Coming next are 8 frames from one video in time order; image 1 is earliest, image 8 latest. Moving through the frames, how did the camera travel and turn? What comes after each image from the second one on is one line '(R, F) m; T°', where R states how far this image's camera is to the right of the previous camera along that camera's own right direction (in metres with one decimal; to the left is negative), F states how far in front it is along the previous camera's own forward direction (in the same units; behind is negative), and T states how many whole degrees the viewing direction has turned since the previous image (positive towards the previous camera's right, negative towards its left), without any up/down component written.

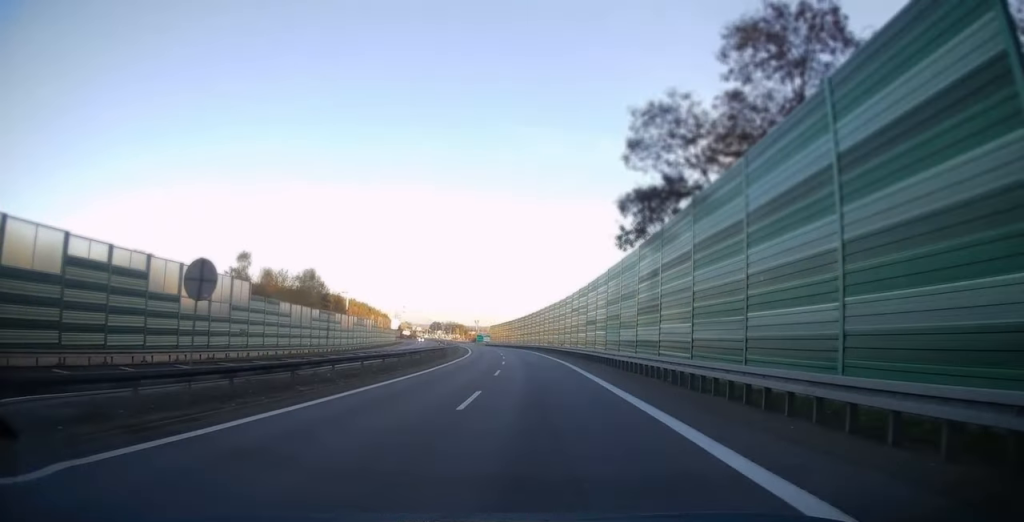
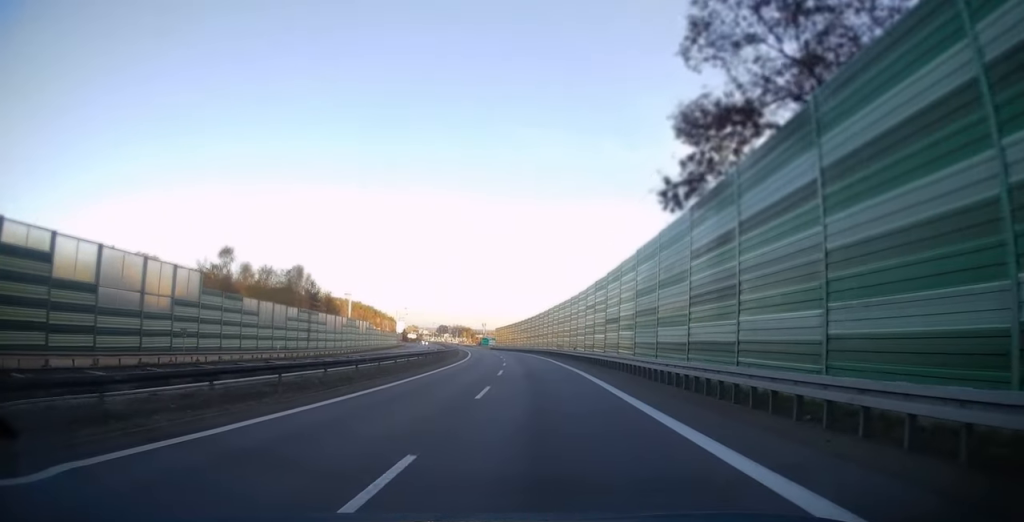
(0.0, +9.2) m; -1°
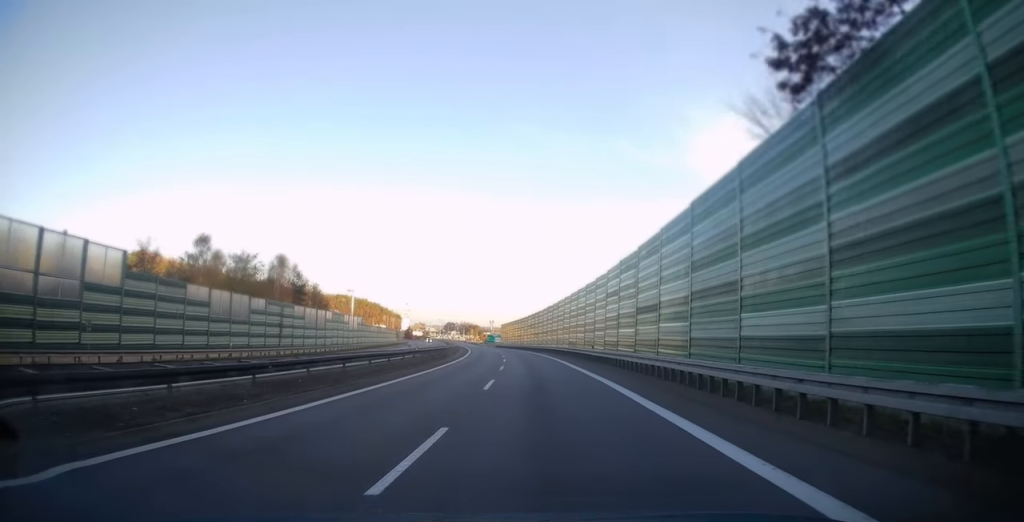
(-0.2, +10.0) m; -1°
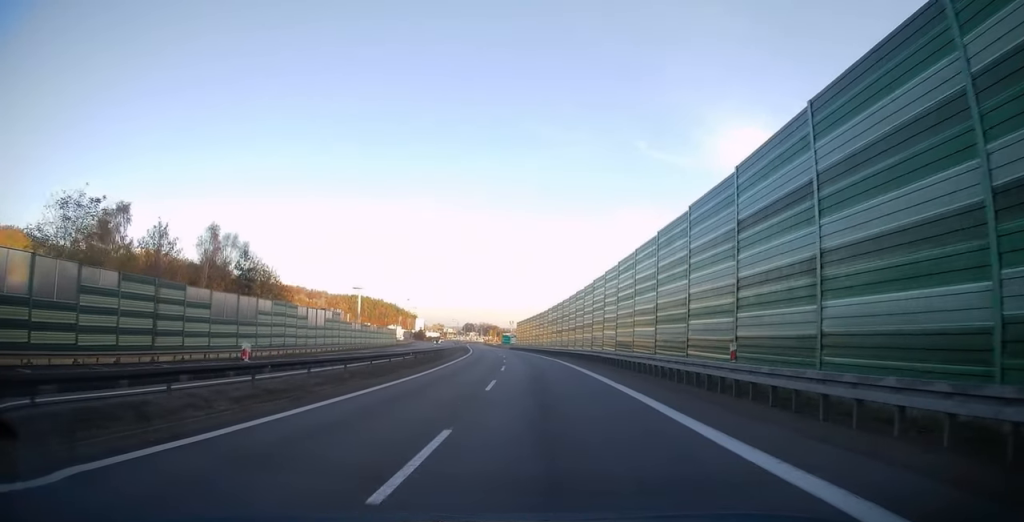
(-0.6, +24.3) m; -2°
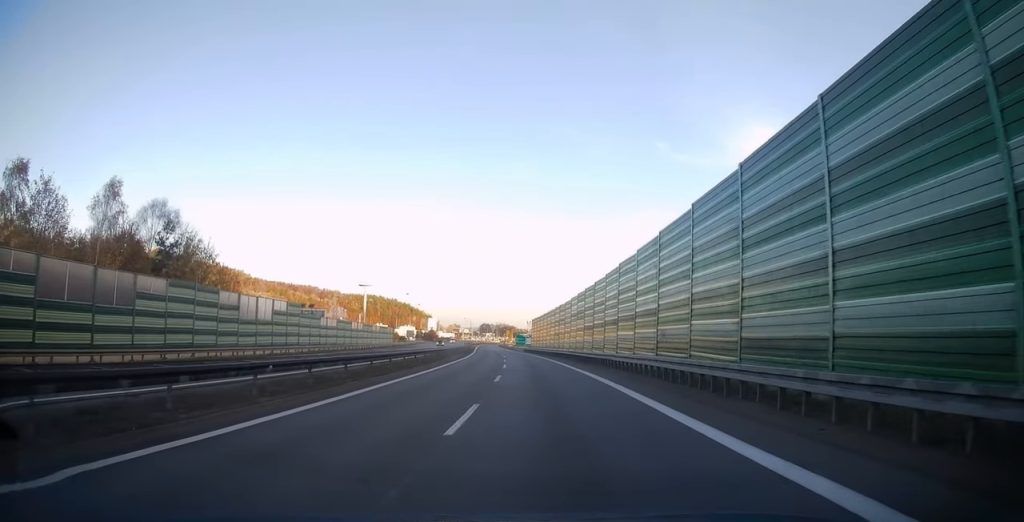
(-0.3, +20.3) m; -1°
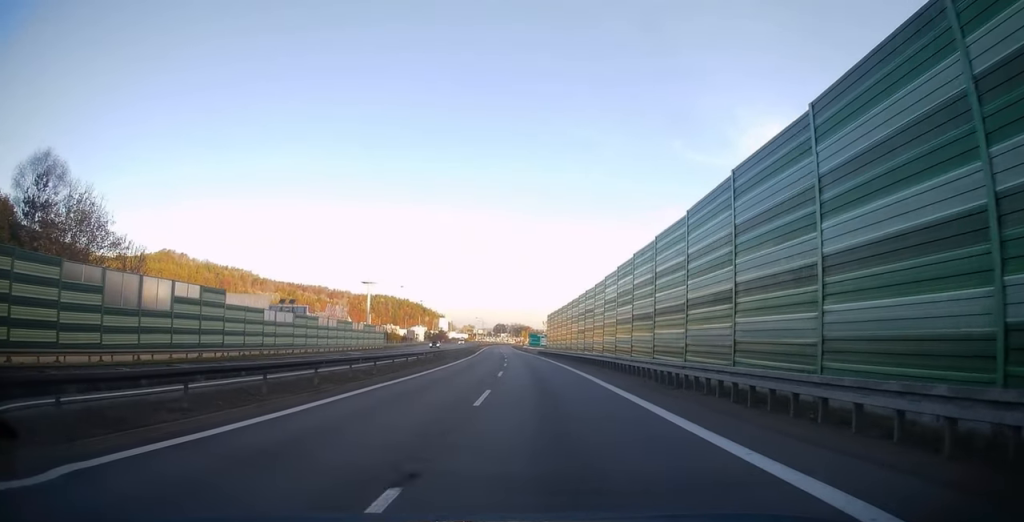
(-0.2, +19.6) m; -2°
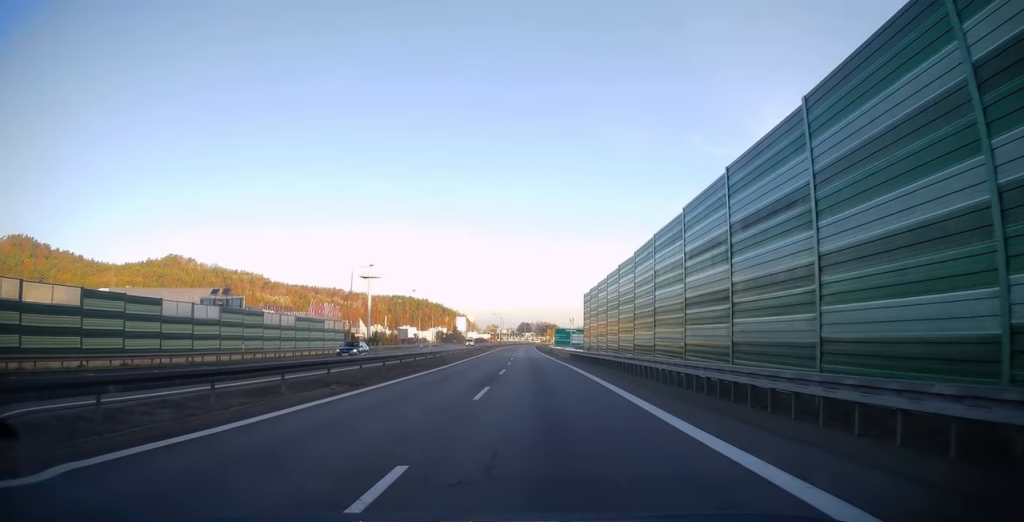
(-0.9, +34.9) m; -3°
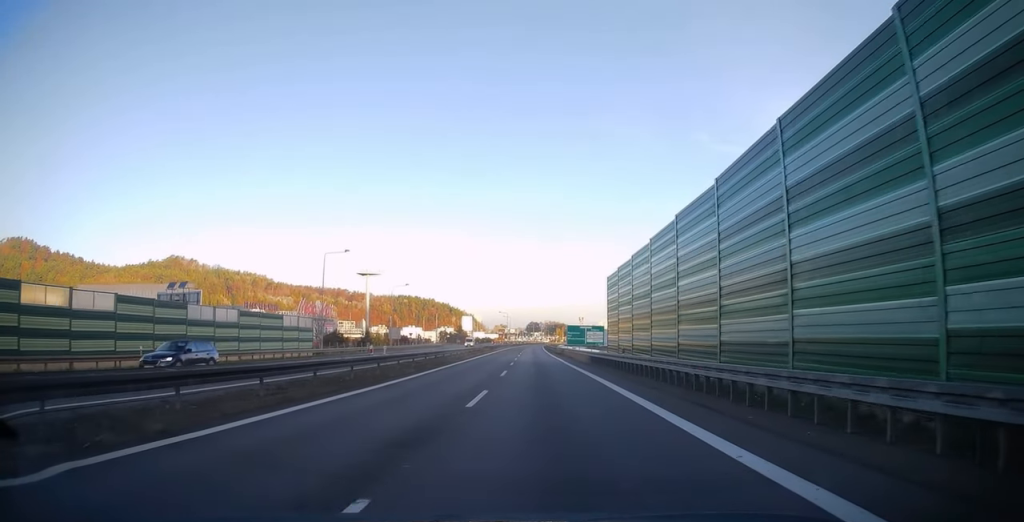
(-0.1, +13.6) m; 0°
